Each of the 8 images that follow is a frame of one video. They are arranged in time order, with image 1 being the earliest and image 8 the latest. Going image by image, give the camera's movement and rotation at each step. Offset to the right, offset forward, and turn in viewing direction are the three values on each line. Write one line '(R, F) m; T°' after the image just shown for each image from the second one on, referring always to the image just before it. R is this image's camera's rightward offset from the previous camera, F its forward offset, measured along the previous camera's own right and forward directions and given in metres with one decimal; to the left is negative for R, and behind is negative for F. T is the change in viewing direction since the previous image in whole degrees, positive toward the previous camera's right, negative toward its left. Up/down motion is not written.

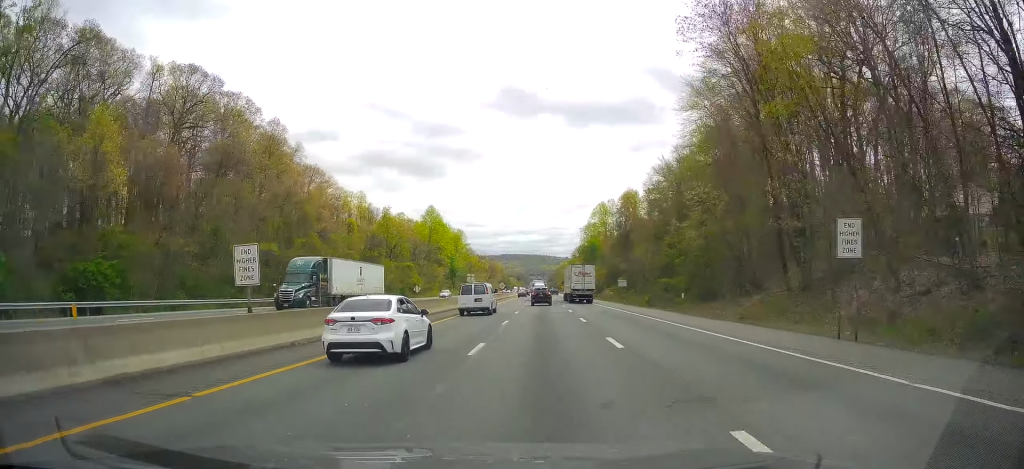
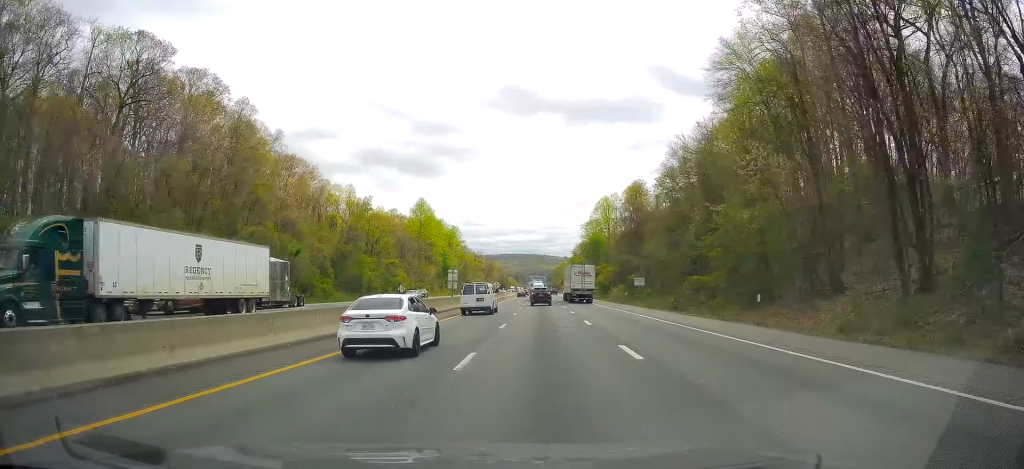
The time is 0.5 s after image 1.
(+0.2, +14.8) m; 0°
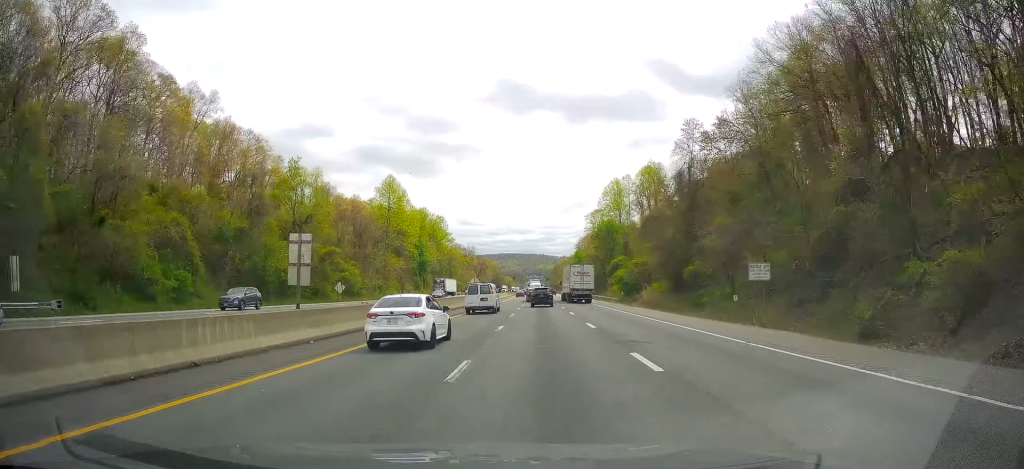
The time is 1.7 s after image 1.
(+0.3, +37.9) m; 0°
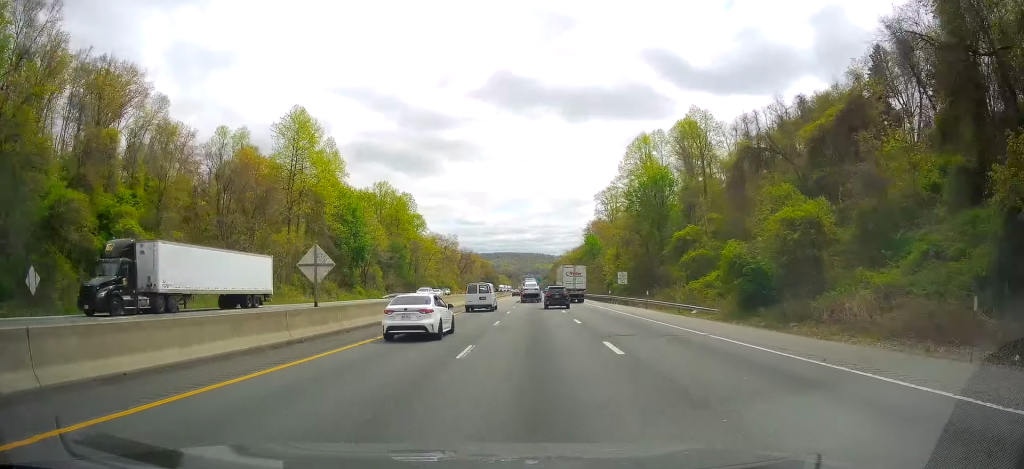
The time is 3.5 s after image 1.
(-0.2, +57.8) m; 0°
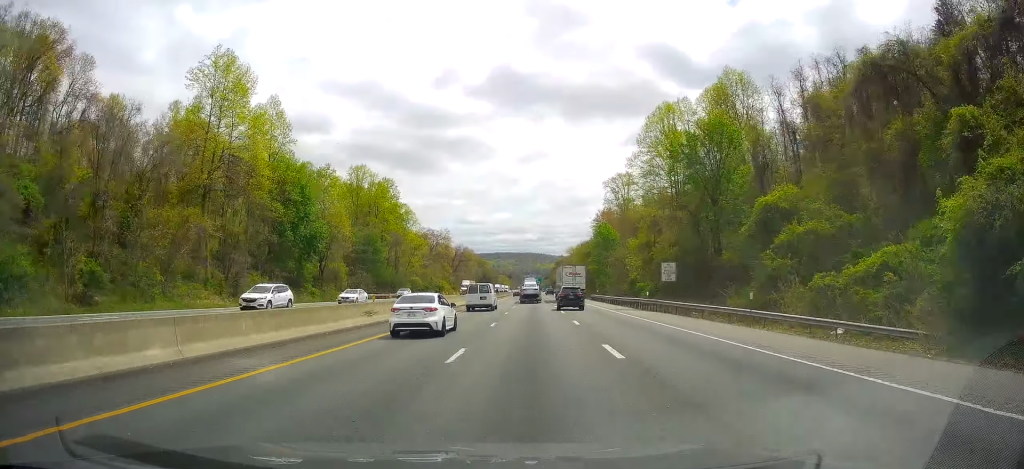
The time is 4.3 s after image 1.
(+0.2, +25.2) m; 0°
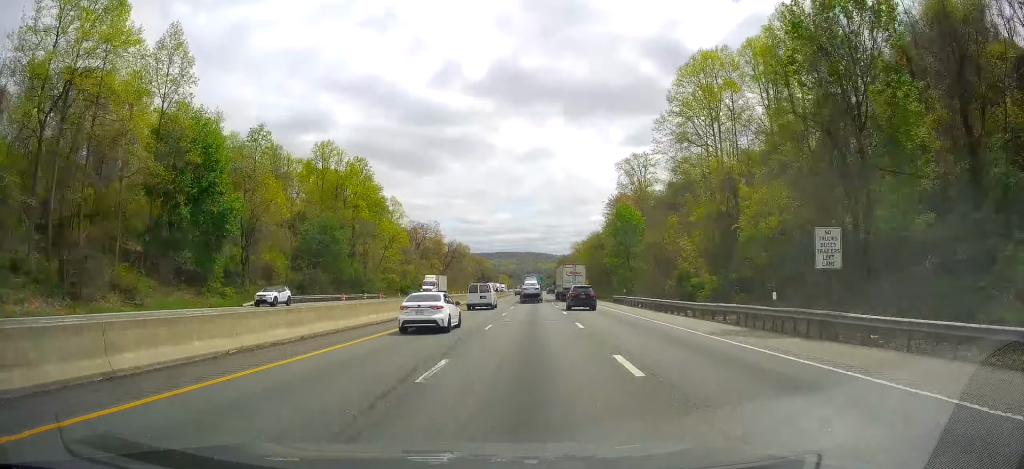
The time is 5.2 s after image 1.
(0.0, +27.4) m; 0°
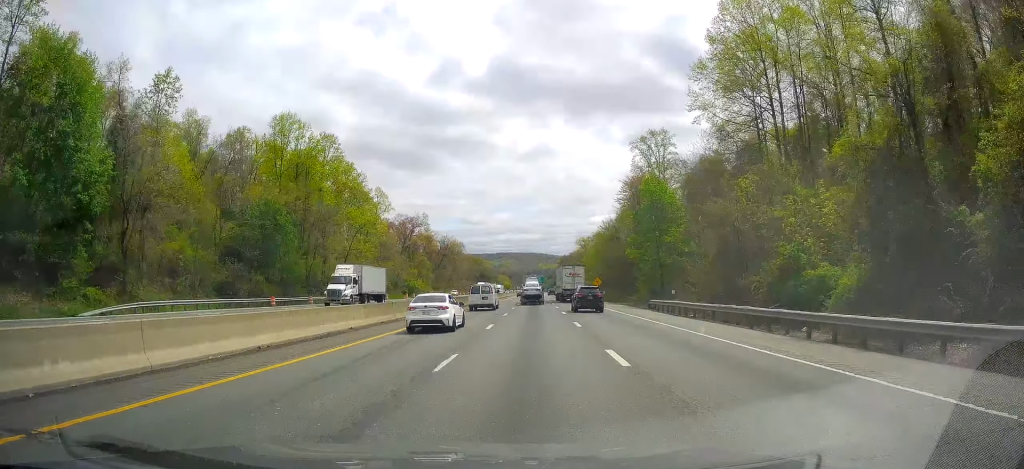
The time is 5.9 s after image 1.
(+0.1, +23.1) m; -1°
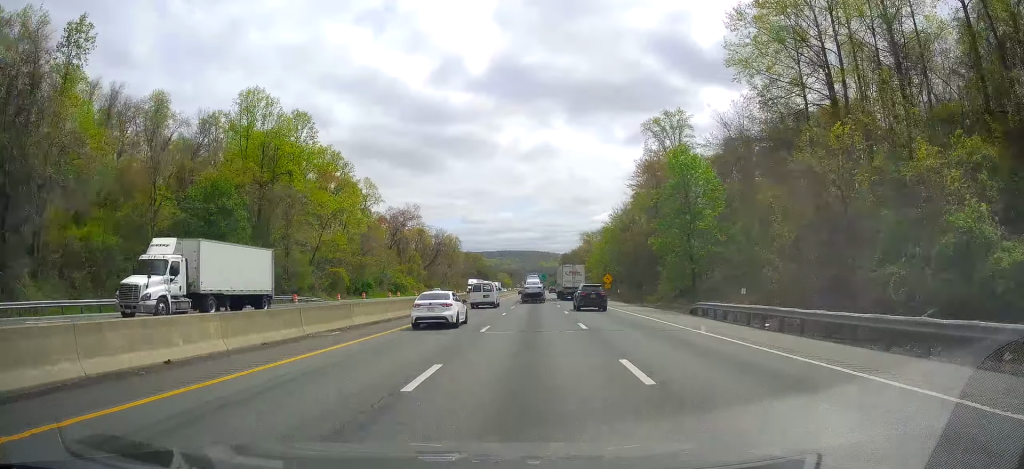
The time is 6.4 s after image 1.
(-0.3, +14.7) m; 0°
